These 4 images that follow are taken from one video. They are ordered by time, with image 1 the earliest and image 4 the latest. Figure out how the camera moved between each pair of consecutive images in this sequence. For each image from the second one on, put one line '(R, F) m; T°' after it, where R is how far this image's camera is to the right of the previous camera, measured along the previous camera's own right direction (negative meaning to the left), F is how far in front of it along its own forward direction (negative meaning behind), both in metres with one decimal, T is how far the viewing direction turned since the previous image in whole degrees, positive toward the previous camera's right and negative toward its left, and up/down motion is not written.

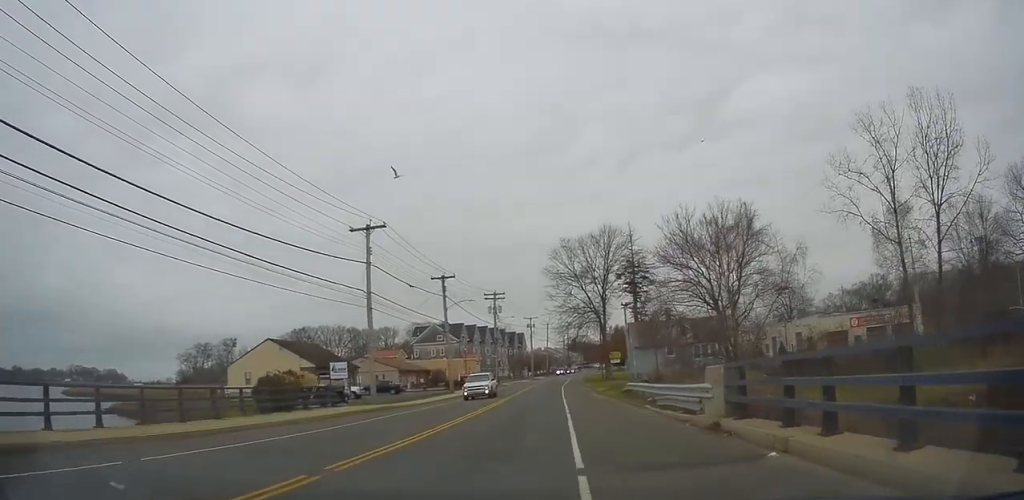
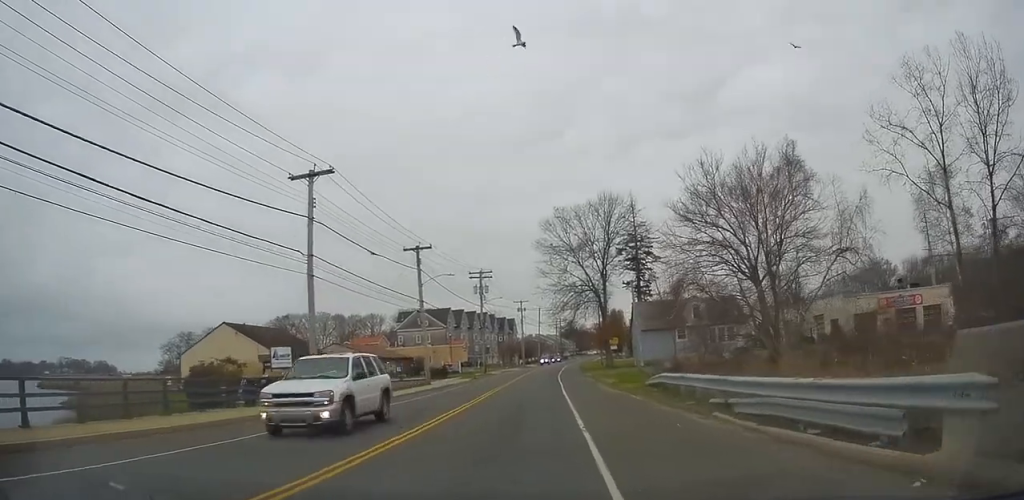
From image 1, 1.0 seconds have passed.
(+0.2, +8.6) m; +2°
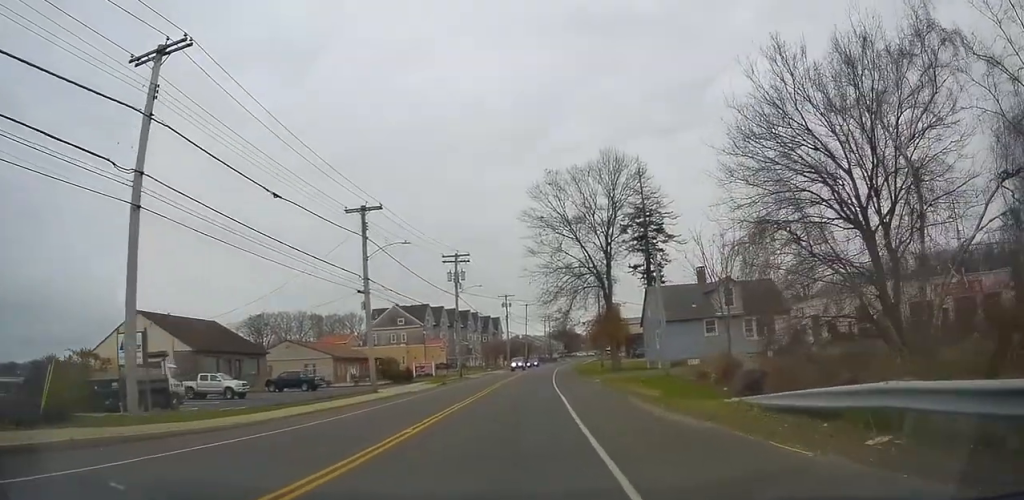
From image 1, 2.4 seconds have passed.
(0.0, +13.7) m; -1°
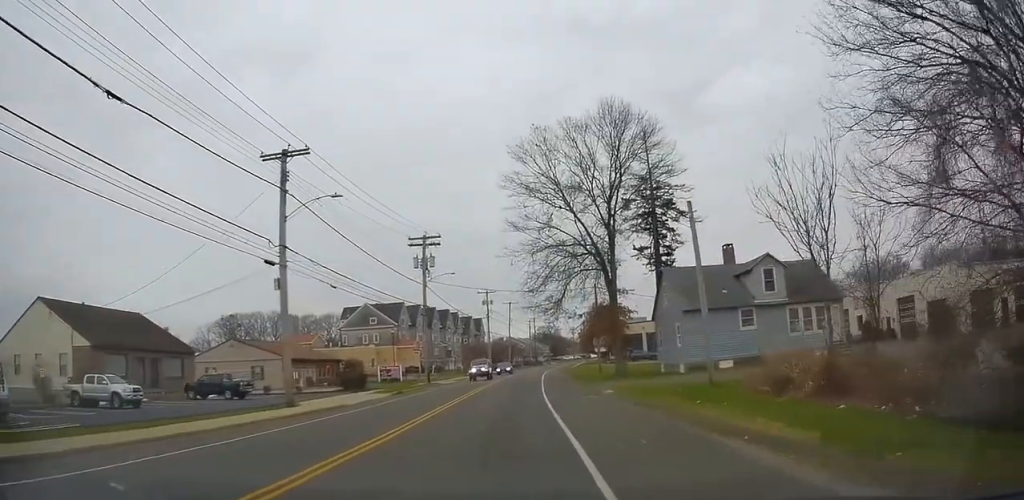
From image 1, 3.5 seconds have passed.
(+0.2, +11.3) m; +4°
